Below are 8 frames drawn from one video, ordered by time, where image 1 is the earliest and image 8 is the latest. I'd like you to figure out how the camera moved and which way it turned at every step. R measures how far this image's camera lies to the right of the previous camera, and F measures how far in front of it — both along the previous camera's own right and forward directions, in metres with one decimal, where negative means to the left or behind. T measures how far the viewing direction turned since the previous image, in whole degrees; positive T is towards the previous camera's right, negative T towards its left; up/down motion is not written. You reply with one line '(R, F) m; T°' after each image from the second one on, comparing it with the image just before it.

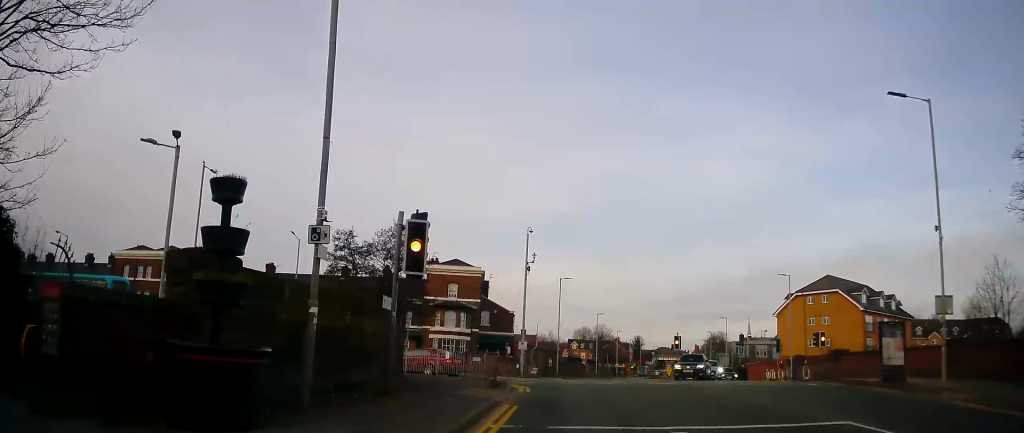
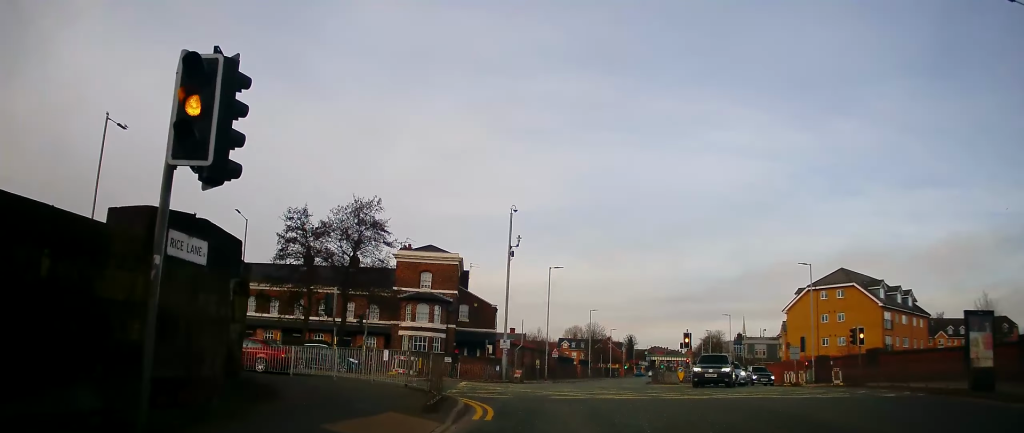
(-0.1, +7.6) m; -1°
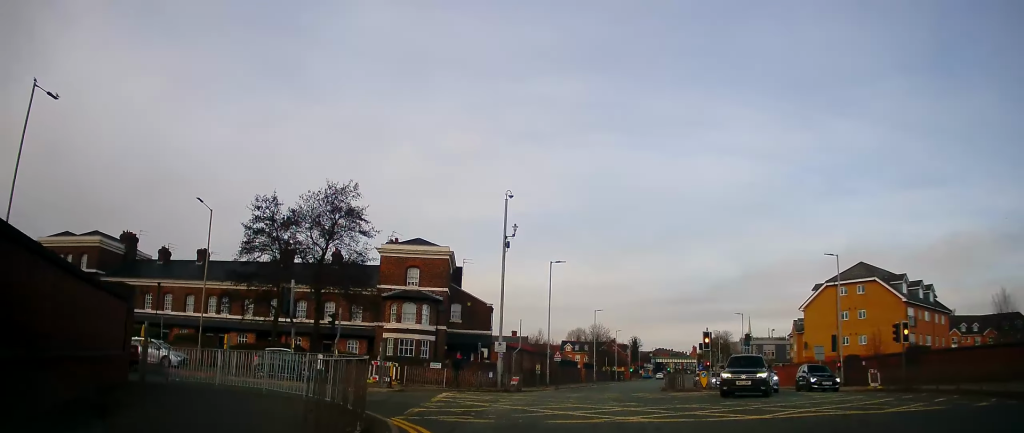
(0.0, +5.3) m; 0°
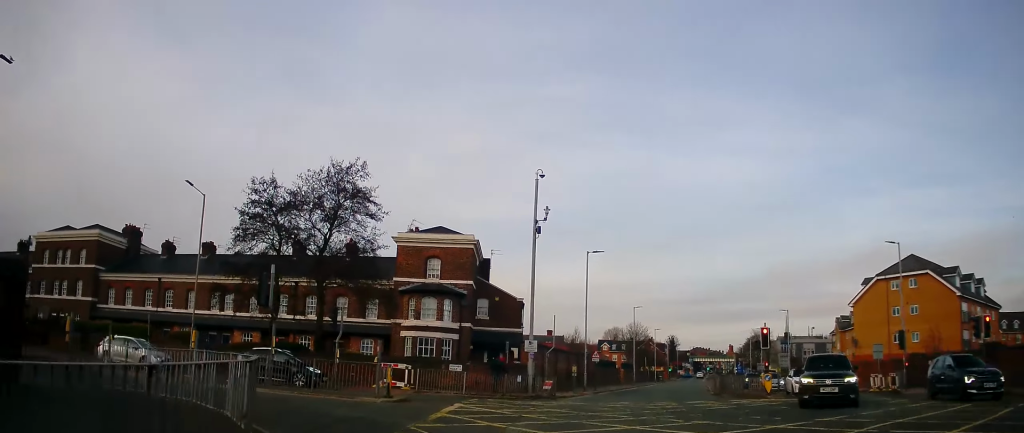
(0.0, +5.0) m; -6°
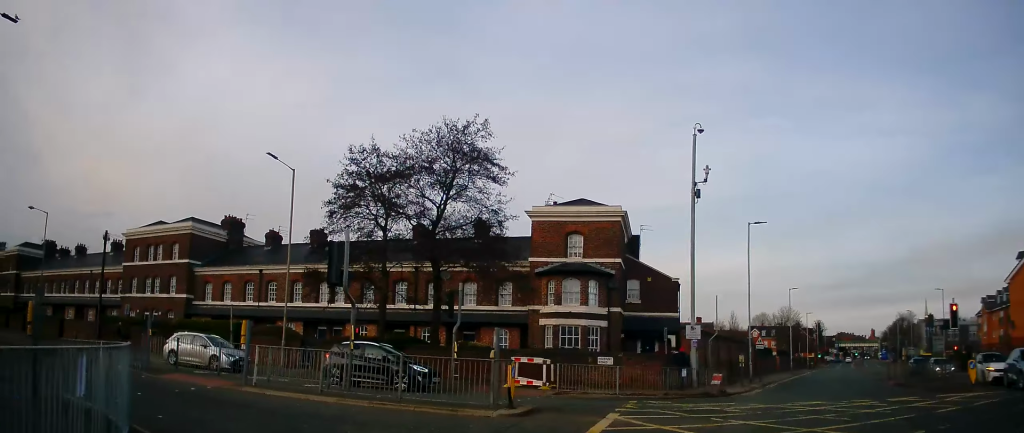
(-0.7, +5.6) m; -14°
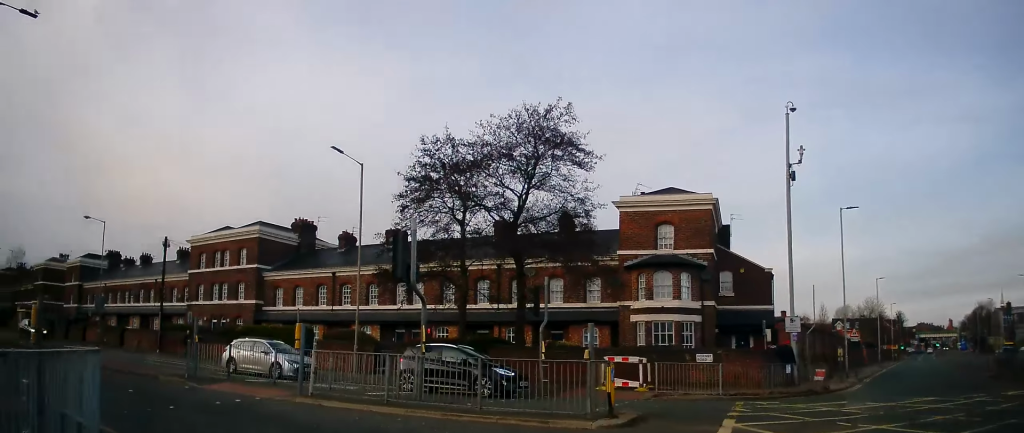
(-0.2, +1.9) m; -8°
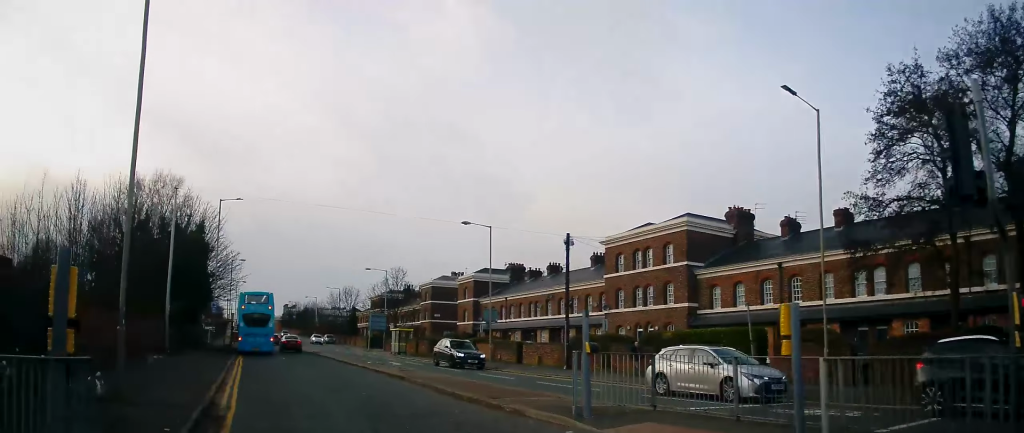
(-2.1, +6.6) m; -44°
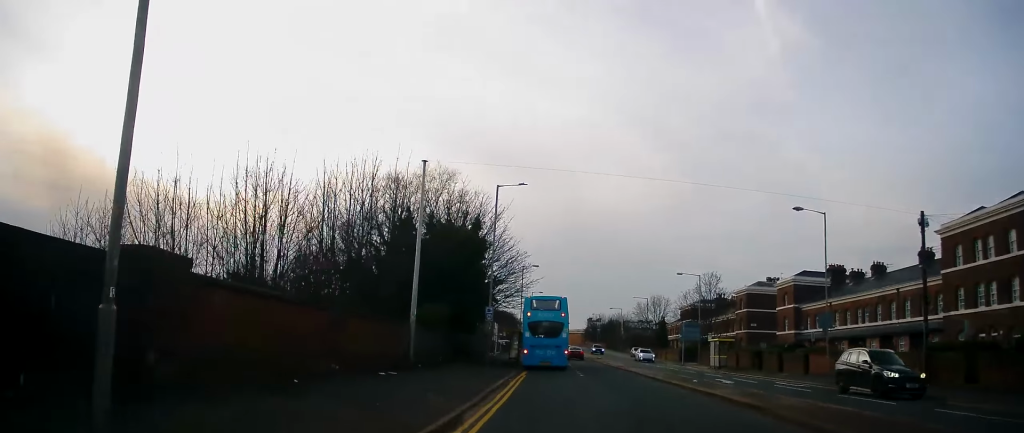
(-2.4, +6.7) m; -20°
